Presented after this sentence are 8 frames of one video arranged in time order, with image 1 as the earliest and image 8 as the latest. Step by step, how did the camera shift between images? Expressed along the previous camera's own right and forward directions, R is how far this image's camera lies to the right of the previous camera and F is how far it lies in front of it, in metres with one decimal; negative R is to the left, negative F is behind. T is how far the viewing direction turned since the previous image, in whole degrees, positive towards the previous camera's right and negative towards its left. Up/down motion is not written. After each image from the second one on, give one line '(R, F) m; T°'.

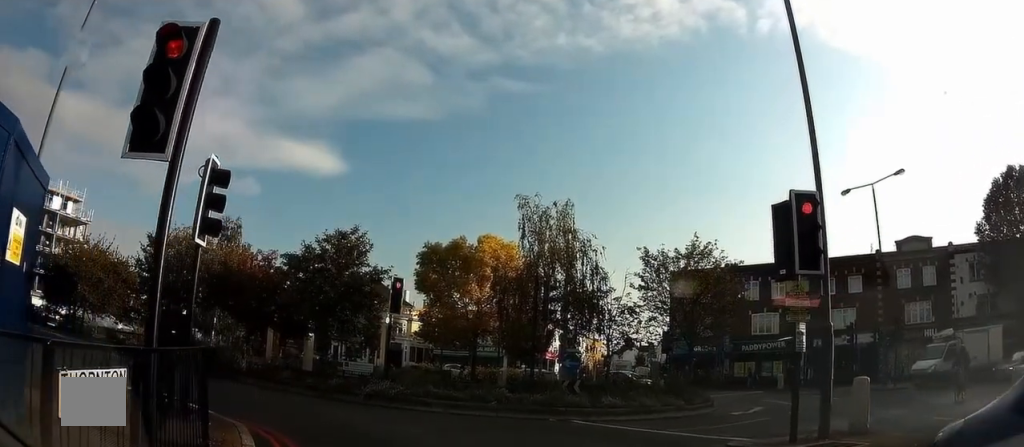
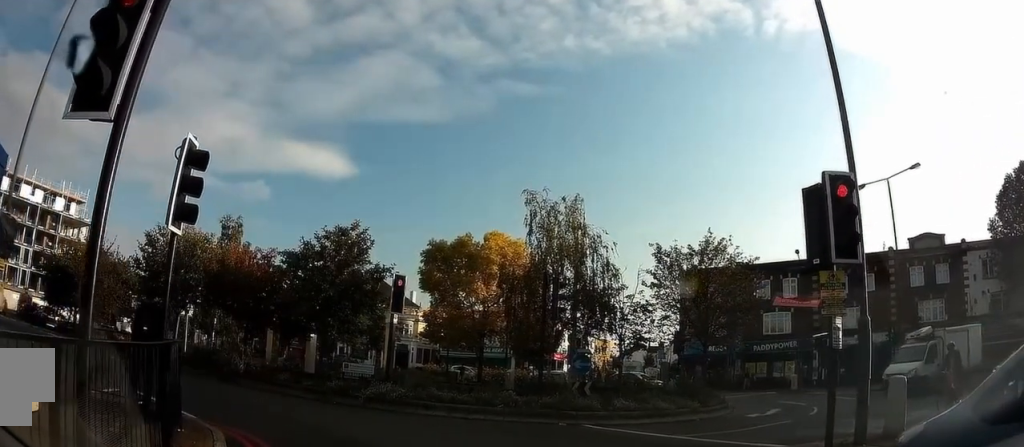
(-0.2, +0.9) m; 0°
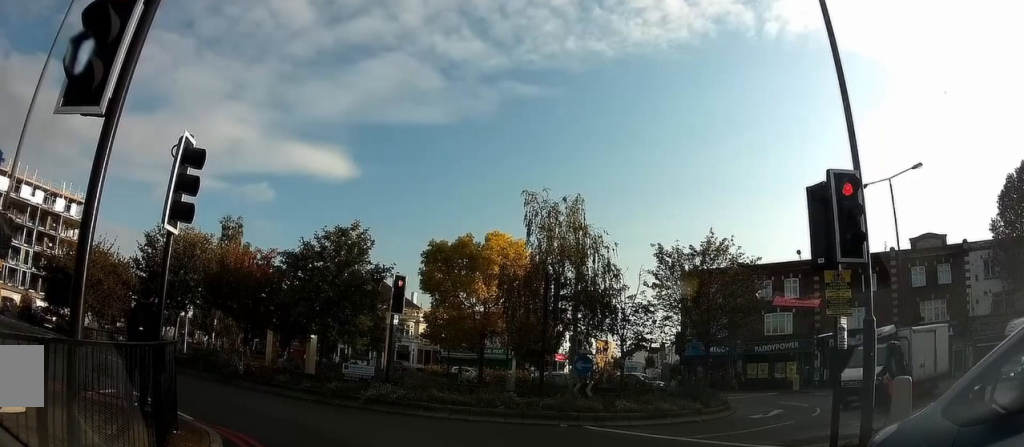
(-0.2, +0.1) m; 0°
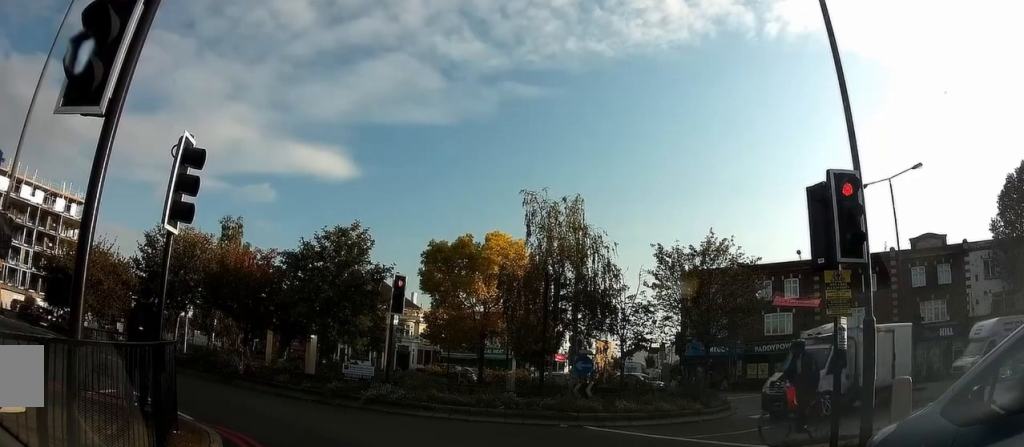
(0.0, 0.0) m; 0°
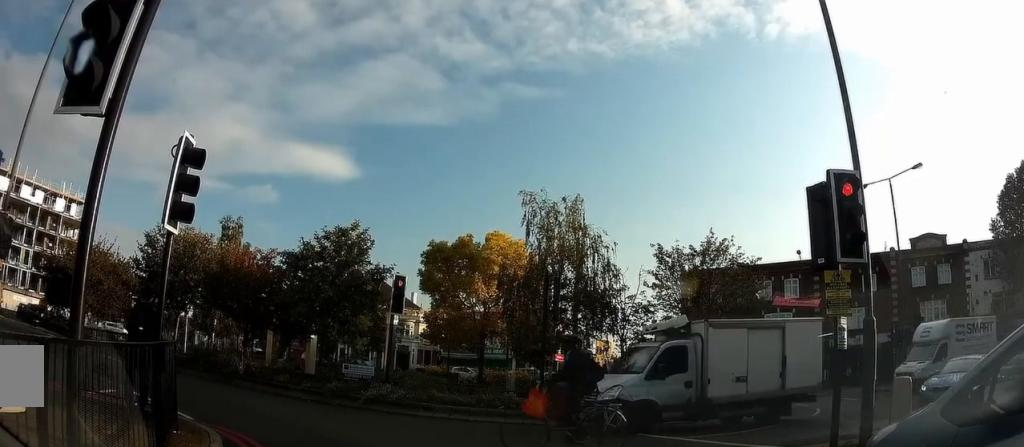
(0.0, 0.0) m; 0°
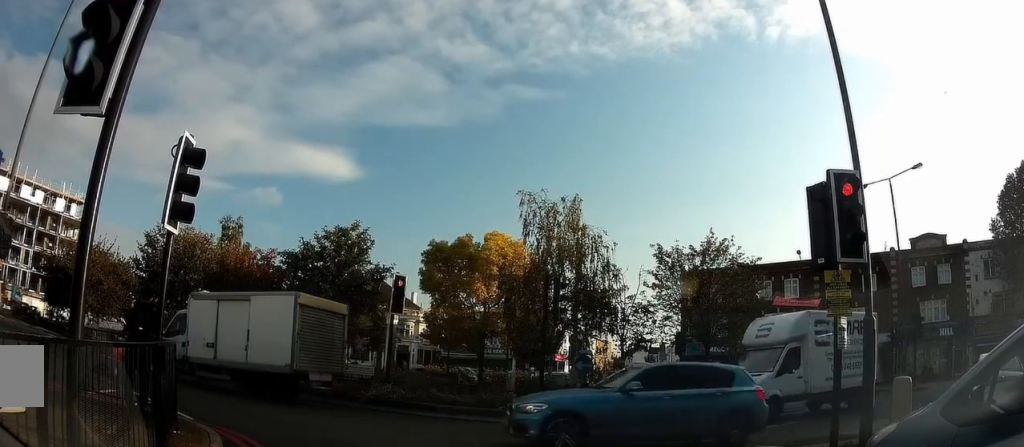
(0.0, 0.0) m; 0°
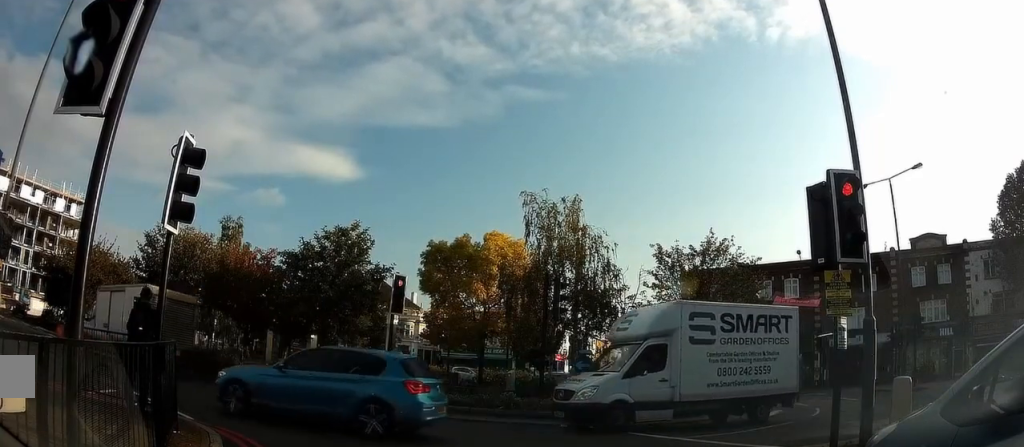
(-0.1, +0.2) m; 0°
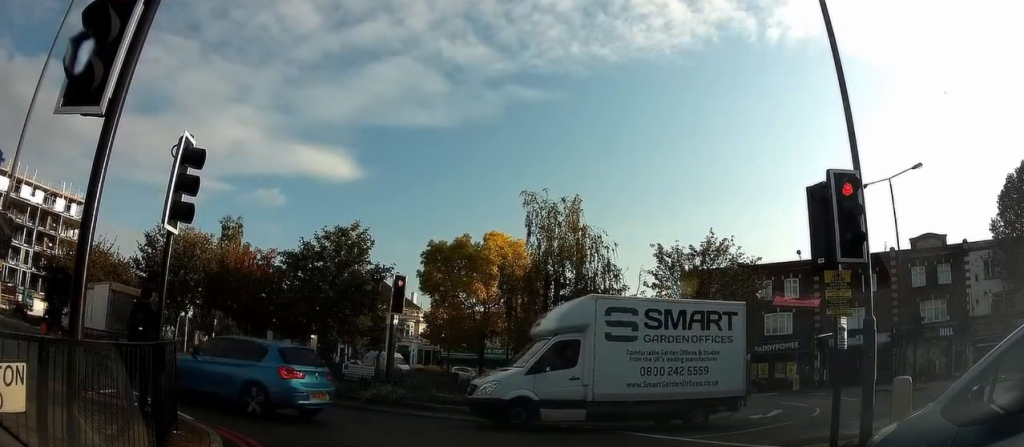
(0.0, 0.0) m; 0°
